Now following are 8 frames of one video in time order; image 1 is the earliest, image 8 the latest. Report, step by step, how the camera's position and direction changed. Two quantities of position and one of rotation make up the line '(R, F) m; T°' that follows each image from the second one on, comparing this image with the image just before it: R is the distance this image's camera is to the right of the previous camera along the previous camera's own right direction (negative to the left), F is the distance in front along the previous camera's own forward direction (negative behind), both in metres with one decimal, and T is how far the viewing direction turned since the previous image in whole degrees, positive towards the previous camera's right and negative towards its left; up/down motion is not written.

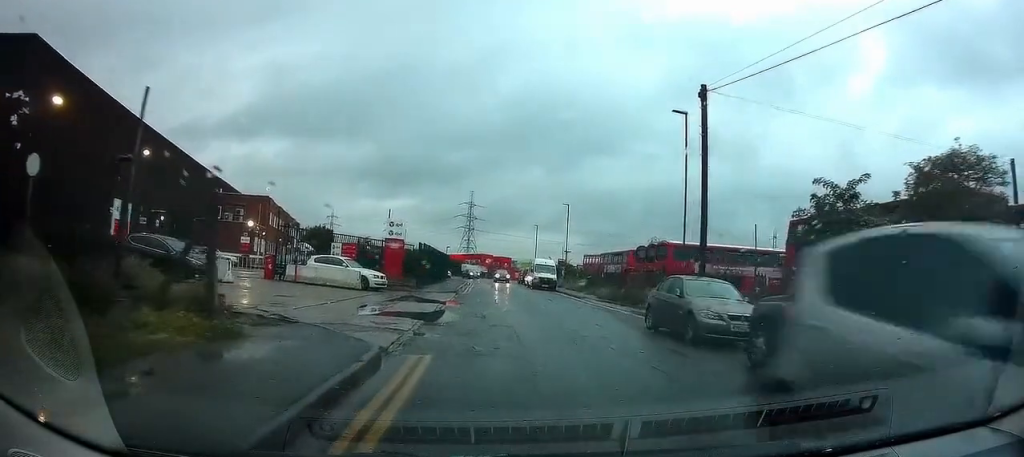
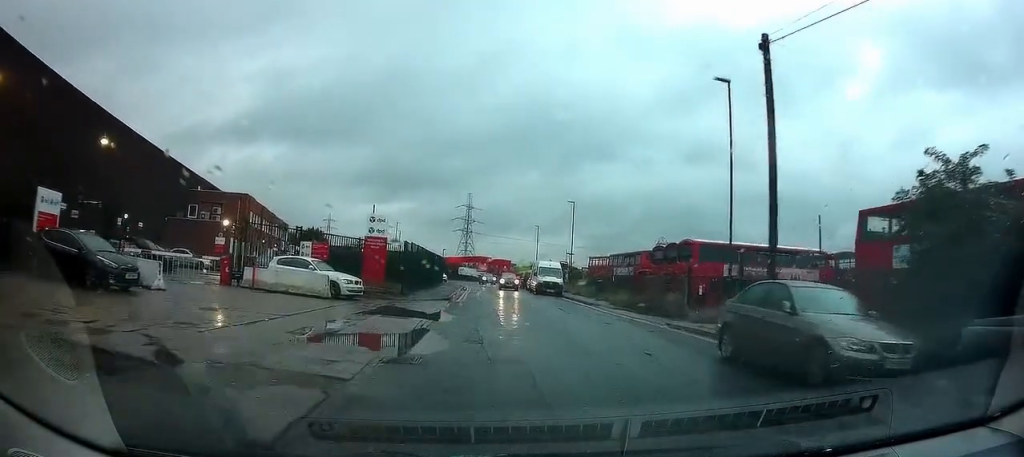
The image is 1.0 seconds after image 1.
(+0.1, +4.6) m; +2°
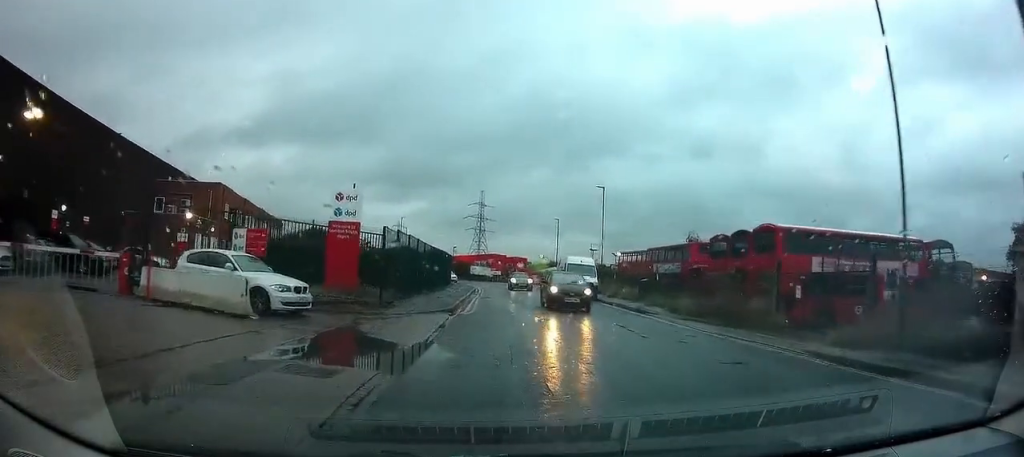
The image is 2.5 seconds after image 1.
(+0.1, +7.1) m; +2°
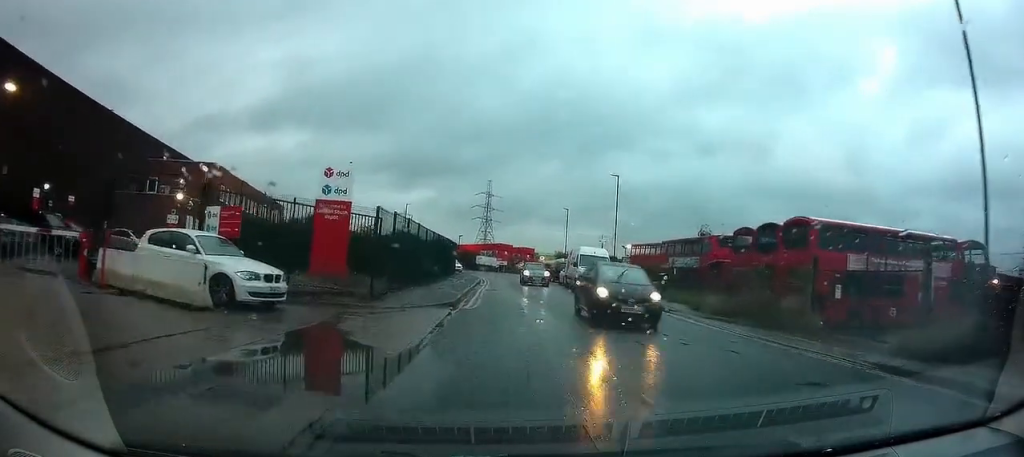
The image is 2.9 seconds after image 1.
(+0.1, +2.2) m; 0°
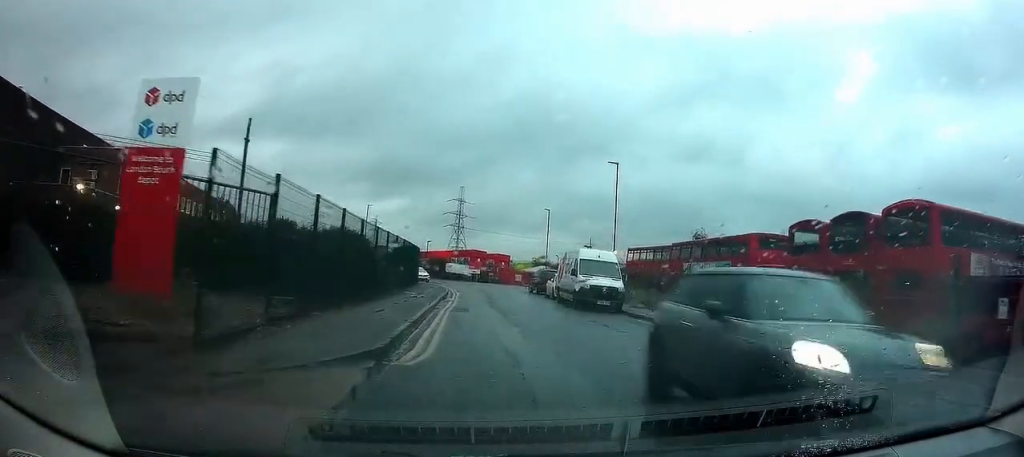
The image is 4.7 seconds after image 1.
(-0.2, +9.1) m; -1°
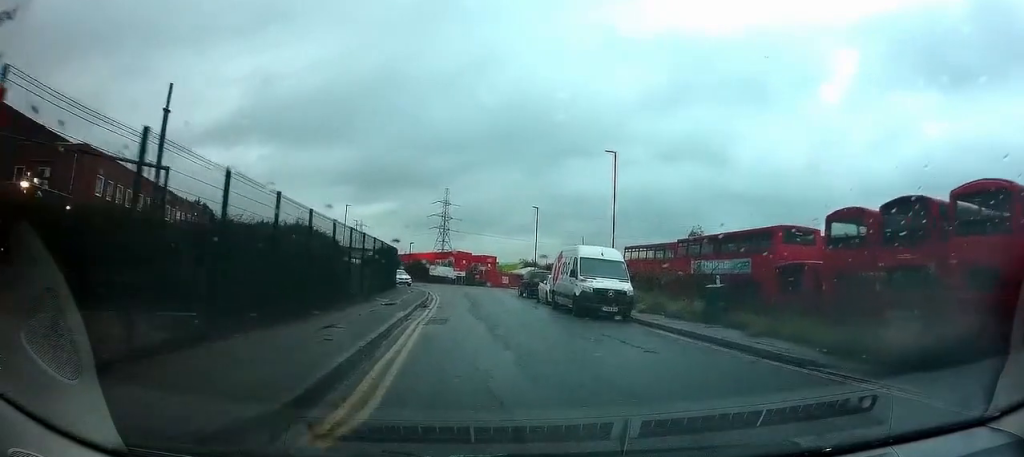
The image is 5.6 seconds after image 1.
(0.0, +4.1) m; +3°
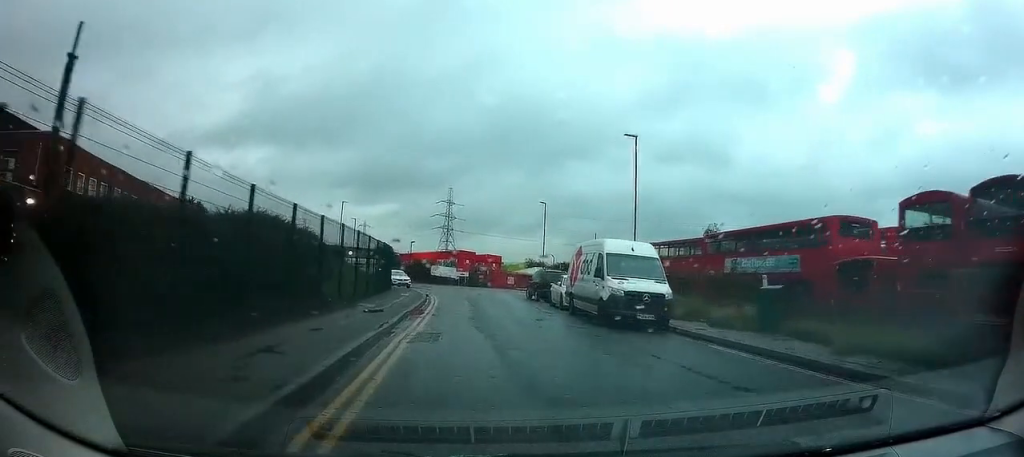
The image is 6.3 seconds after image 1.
(+0.1, +3.2) m; +4°
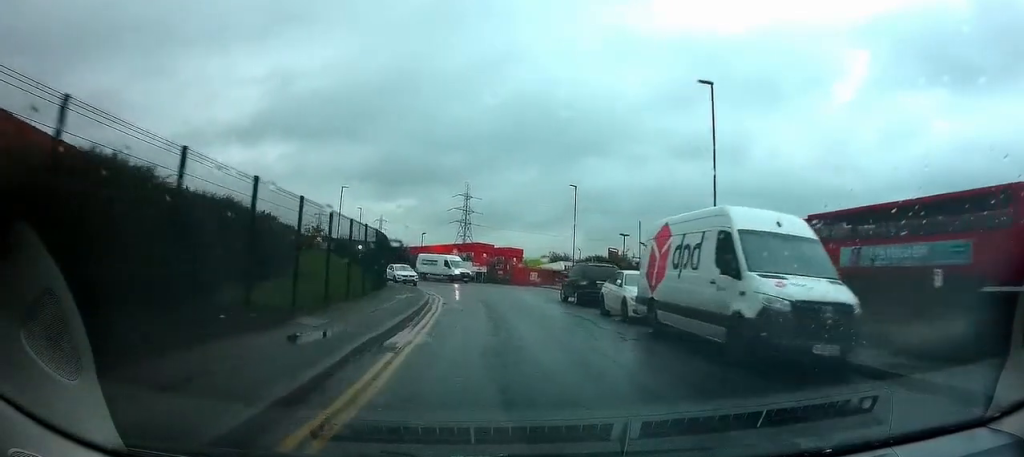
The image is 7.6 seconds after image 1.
(+0.1, +7.0) m; 0°
